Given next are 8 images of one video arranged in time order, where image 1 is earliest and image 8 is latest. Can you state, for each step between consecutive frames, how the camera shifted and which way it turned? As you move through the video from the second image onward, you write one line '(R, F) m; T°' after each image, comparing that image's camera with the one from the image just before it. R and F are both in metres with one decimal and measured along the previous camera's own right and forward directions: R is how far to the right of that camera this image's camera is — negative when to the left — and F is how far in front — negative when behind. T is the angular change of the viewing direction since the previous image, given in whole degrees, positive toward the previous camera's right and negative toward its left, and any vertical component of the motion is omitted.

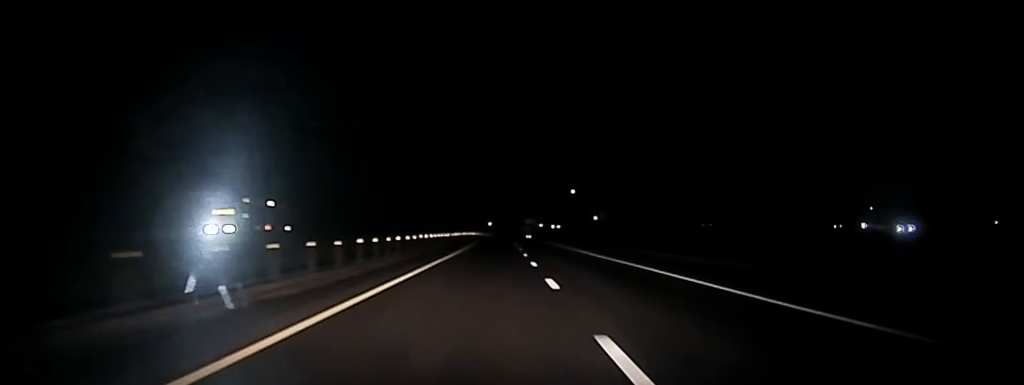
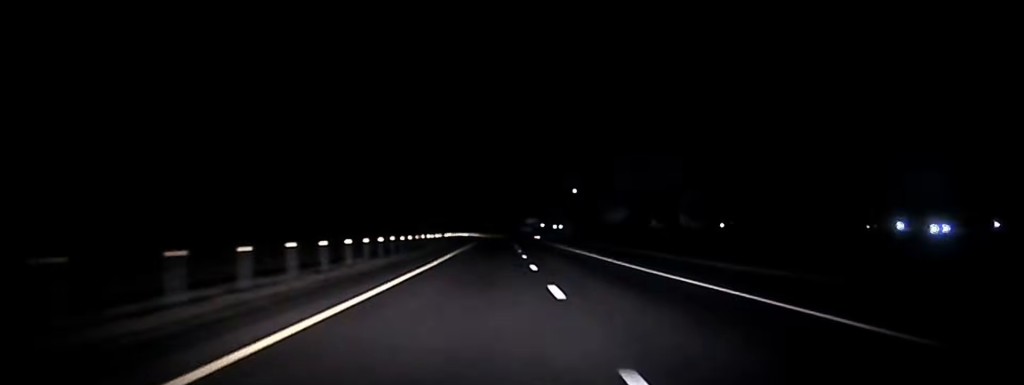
(-0.1, +37.5) m; 0°
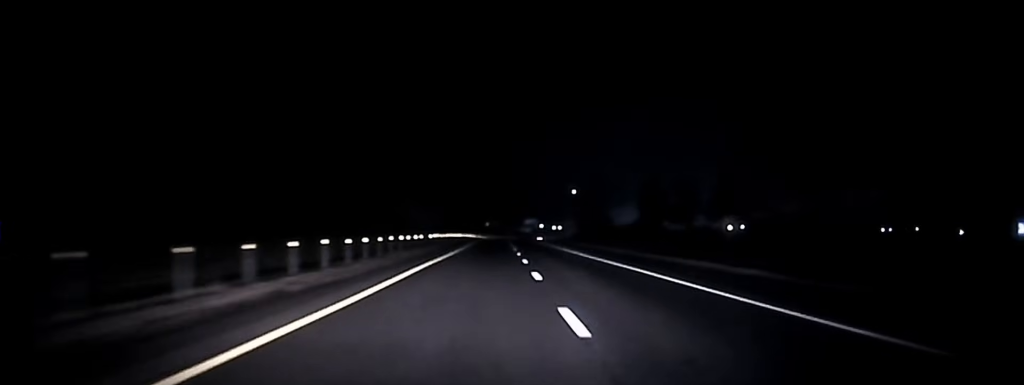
(+0.1, +16.5) m; 0°
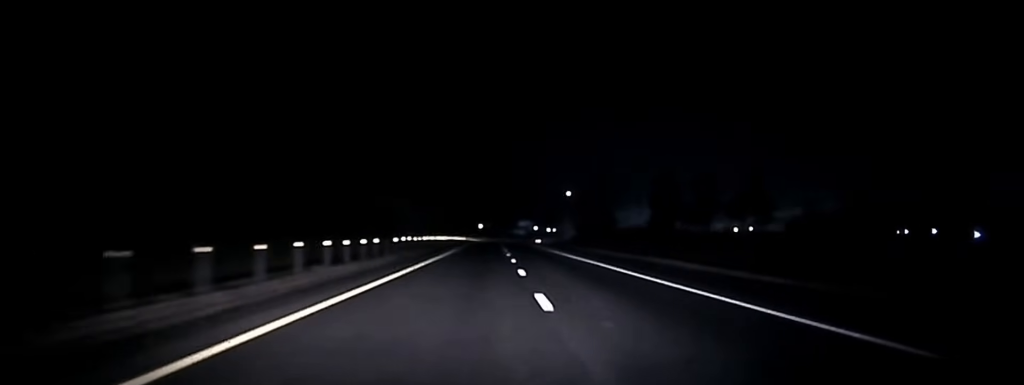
(+0.2, +20.2) m; 0°
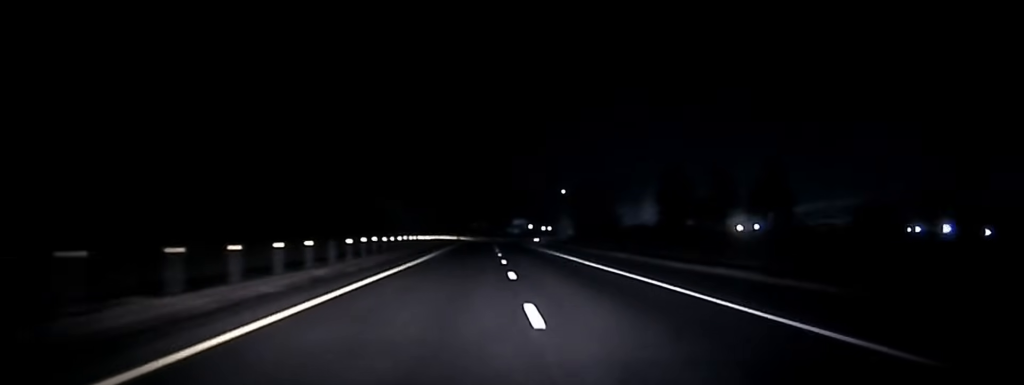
(0.0, +13.8) m; 0°
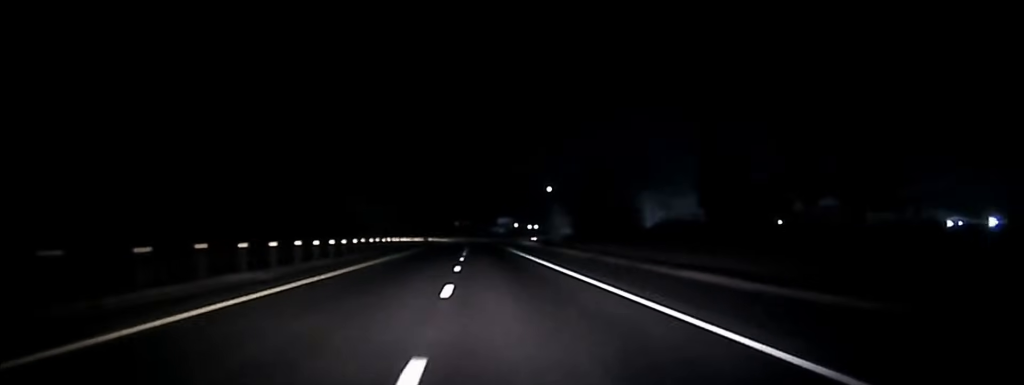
(+0.4, +42.6) m; 0°
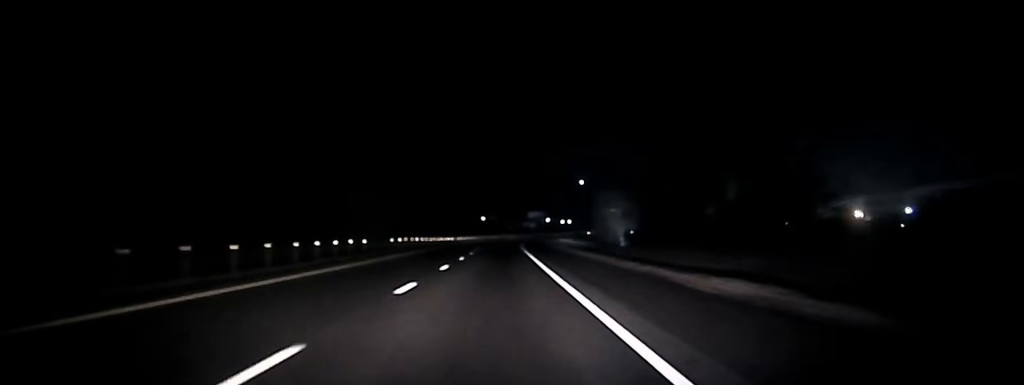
(-1.7, +70.1) m; -1°
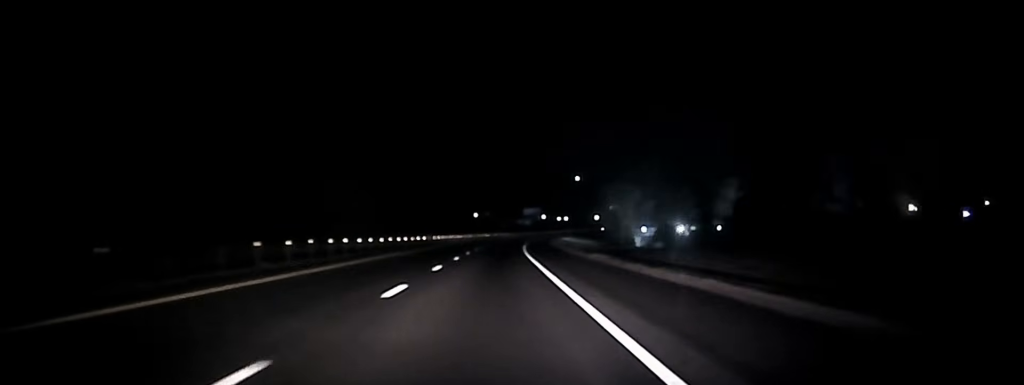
(+0.6, +36.4) m; 0°
